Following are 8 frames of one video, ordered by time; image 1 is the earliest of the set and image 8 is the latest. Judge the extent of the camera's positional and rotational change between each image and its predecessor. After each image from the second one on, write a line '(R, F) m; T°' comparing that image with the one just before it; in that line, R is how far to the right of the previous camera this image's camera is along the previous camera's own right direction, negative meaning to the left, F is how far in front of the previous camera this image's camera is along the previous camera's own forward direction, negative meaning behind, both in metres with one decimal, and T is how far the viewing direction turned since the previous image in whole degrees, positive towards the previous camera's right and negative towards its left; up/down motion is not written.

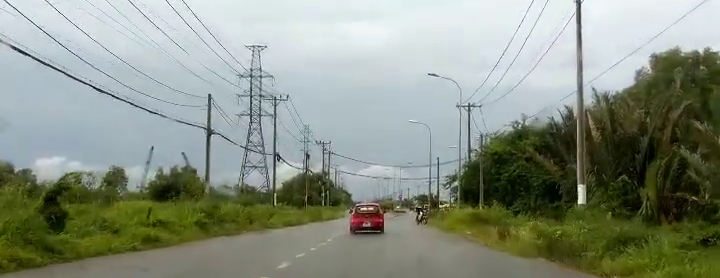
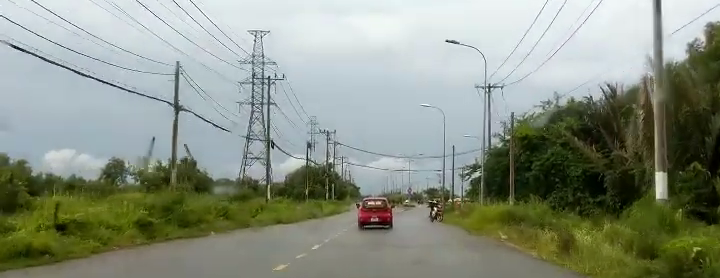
(-0.1, +7.7) m; 0°
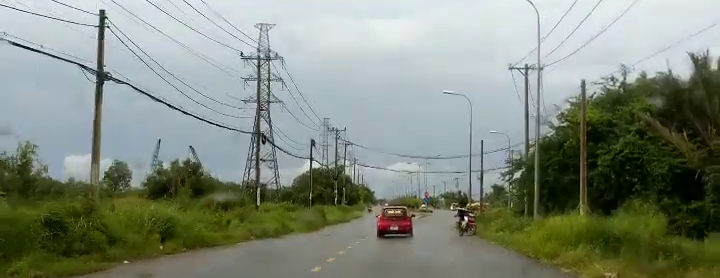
(0.0, +10.2) m; +1°
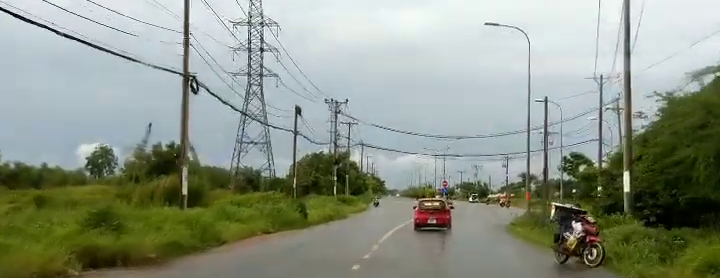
(+0.3, +18.0) m; -1°
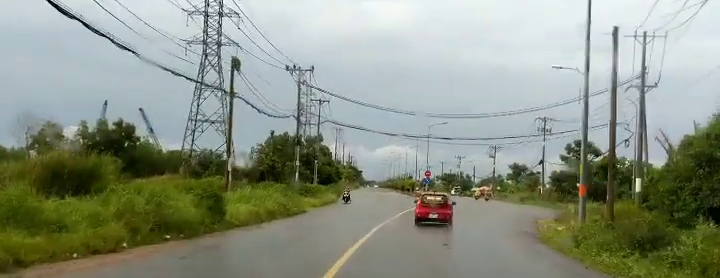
(-0.5, +13.5) m; -1°
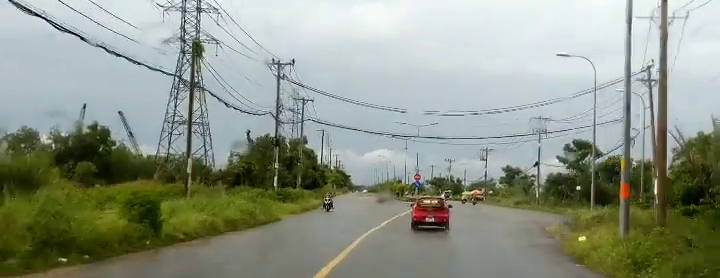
(0.0, +4.9) m; 0°
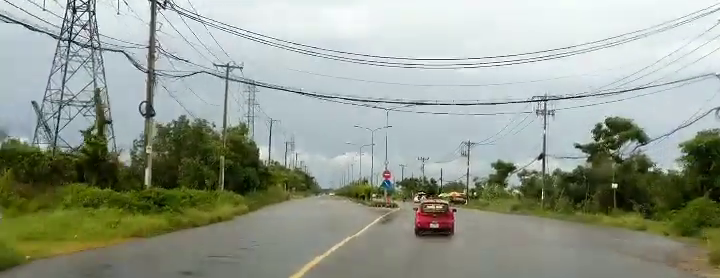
(+0.4, +23.1) m; 0°
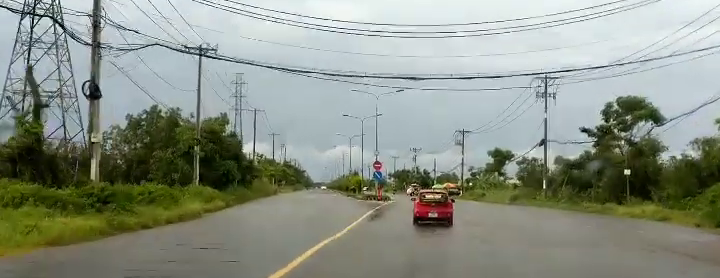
(+0.1, +5.1) m; 0°
